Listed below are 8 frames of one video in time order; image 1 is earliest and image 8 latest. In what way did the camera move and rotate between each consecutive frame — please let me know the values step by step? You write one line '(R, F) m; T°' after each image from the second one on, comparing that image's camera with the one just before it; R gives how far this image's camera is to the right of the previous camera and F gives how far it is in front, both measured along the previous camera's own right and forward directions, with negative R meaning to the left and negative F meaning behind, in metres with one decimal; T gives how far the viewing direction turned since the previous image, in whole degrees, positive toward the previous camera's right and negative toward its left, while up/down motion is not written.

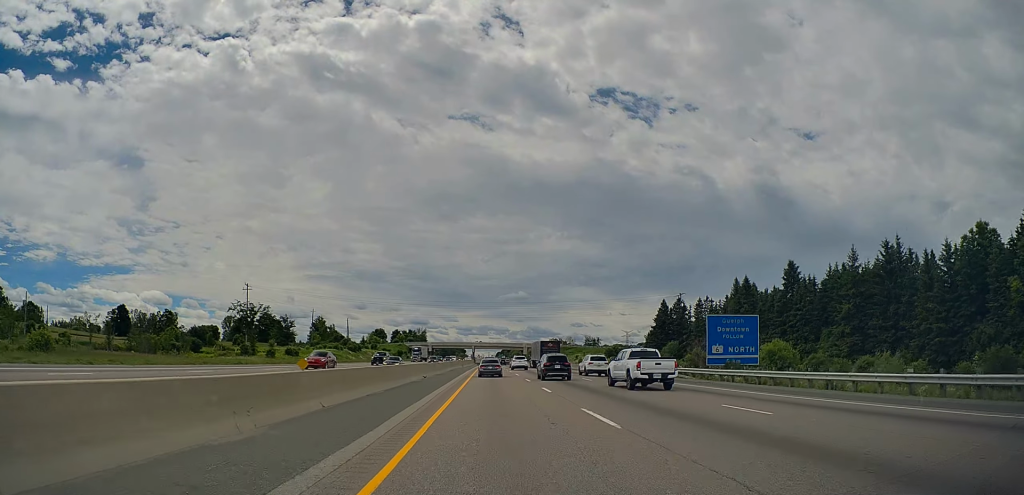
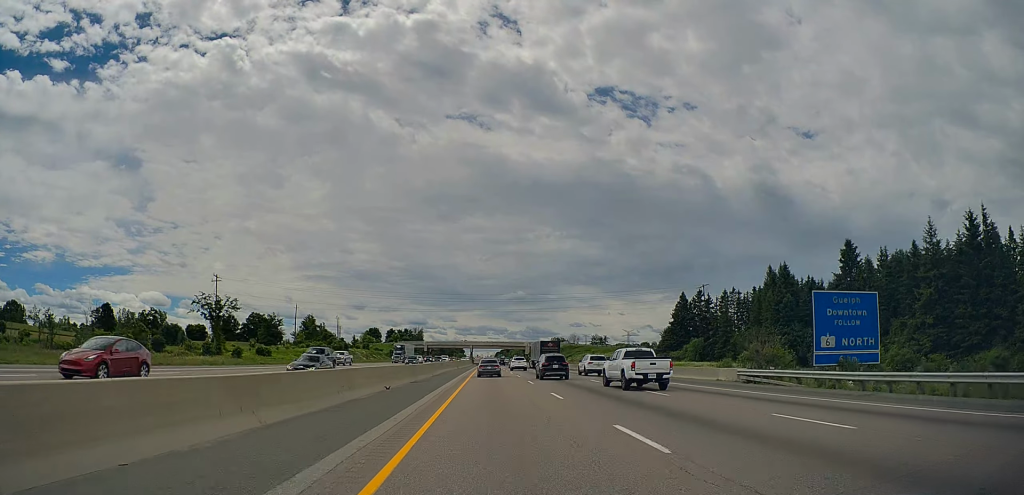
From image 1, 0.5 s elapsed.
(+0.1, +15.8) m; 0°
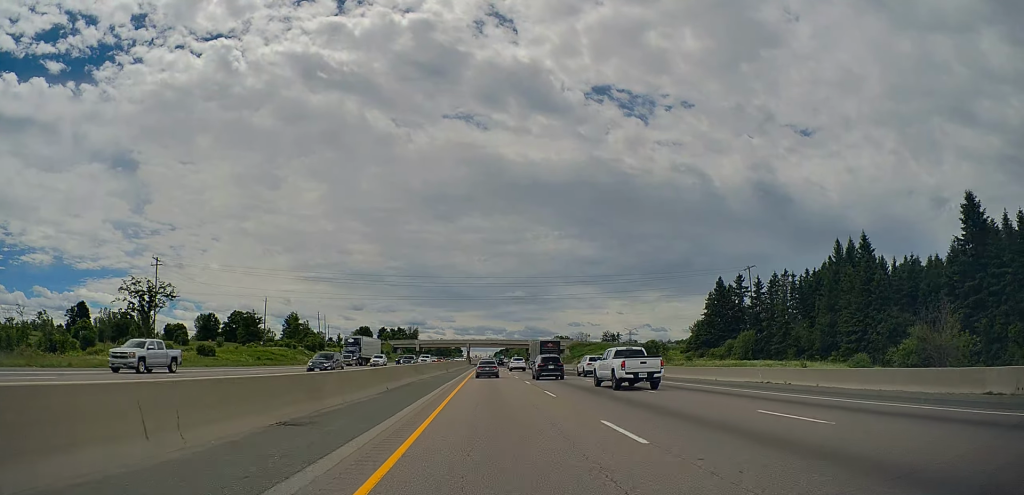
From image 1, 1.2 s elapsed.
(-0.2, +23.2) m; 0°
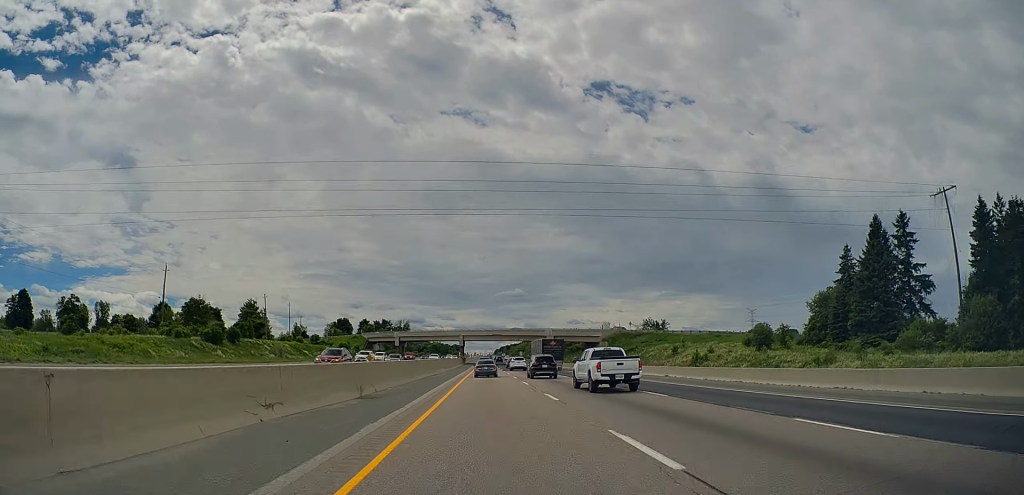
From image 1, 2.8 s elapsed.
(+0.4, +49.5) m; +1°
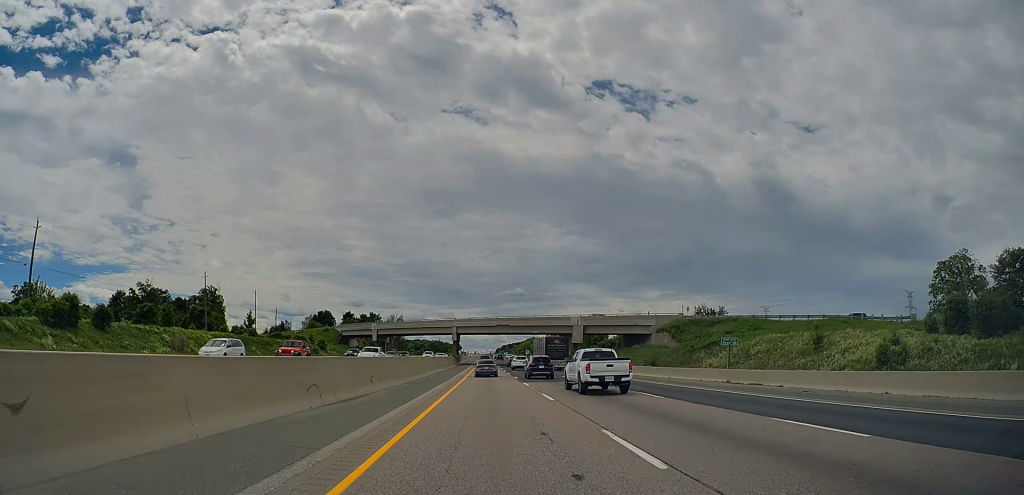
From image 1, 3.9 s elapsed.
(-0.3, +35.0) m; -1°
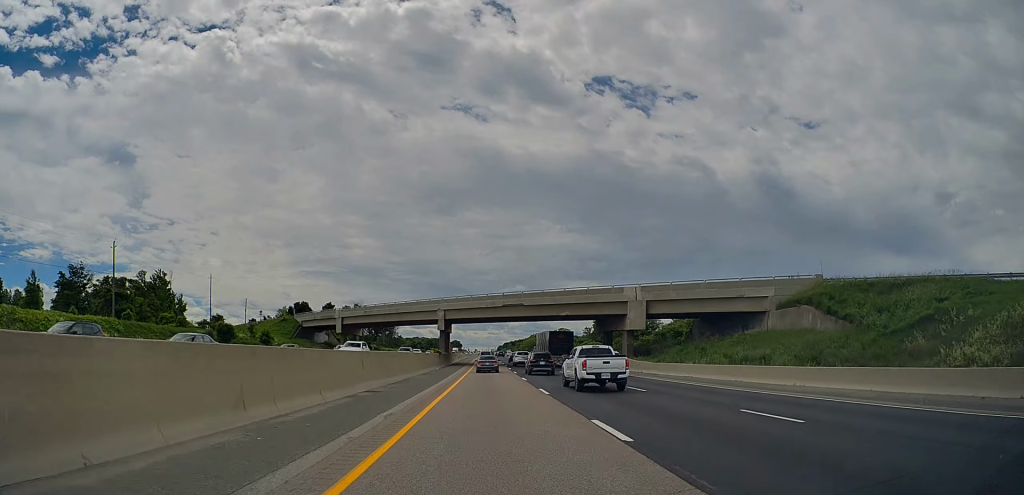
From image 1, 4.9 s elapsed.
(-0.3, +33.4) m; 0°
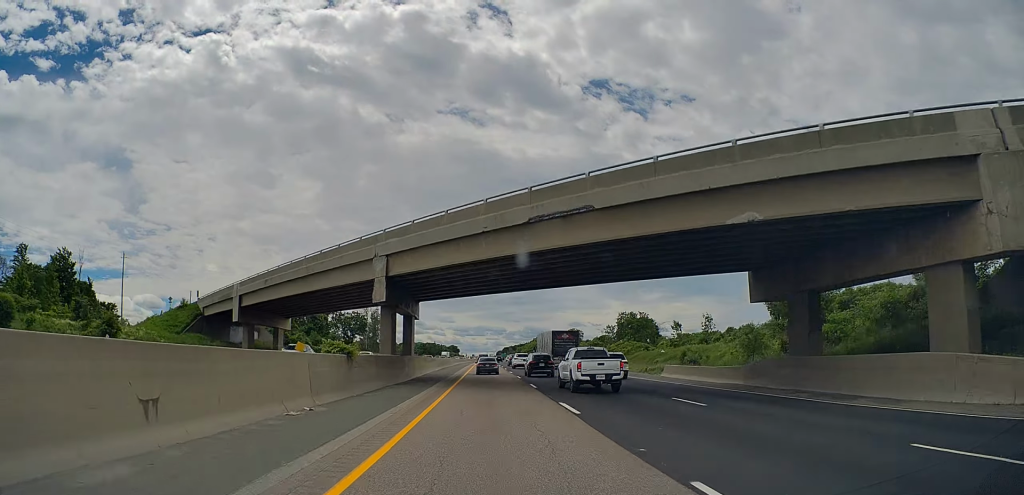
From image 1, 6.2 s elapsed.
(+0.8, +42.3) m; +1°
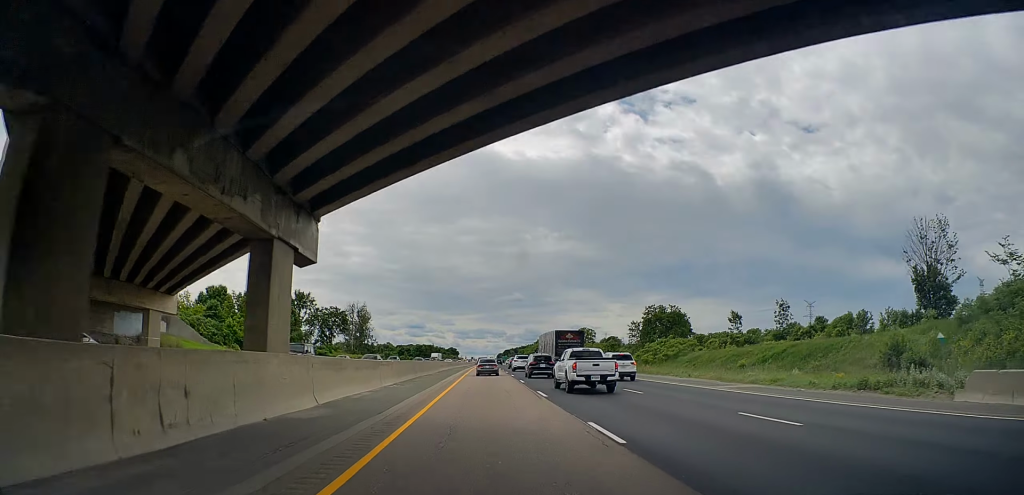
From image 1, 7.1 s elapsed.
(0.0, +29.4) m; -1°
